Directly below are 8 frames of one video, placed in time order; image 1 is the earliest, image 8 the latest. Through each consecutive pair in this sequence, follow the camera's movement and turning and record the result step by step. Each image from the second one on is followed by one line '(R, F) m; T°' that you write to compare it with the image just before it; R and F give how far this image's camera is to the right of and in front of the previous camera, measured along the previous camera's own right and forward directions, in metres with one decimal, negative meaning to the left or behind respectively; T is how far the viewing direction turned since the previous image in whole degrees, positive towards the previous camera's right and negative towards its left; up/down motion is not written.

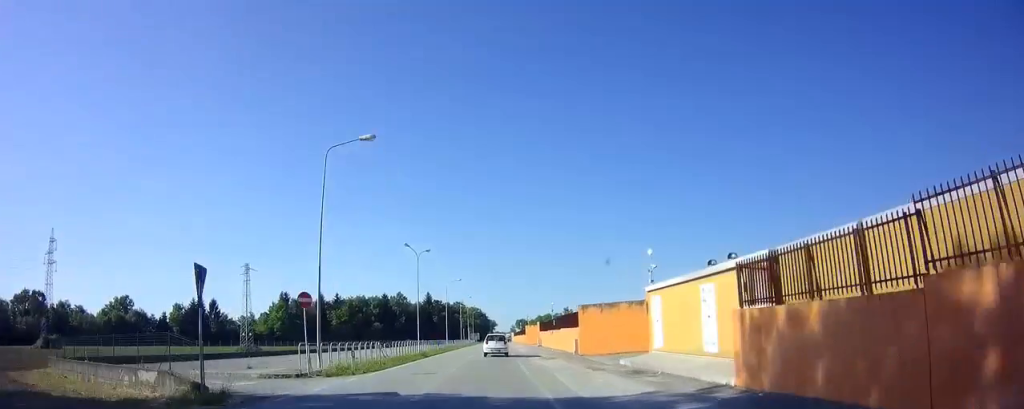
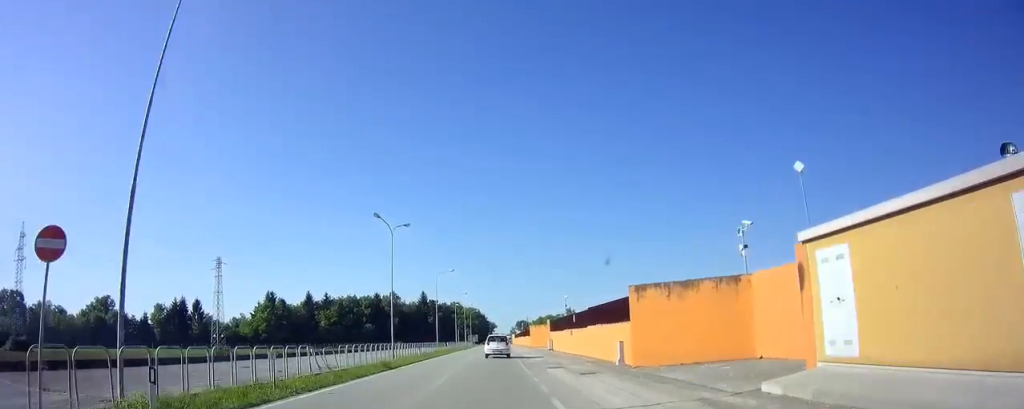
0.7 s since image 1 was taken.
(0.0, +12.2) m; 0°
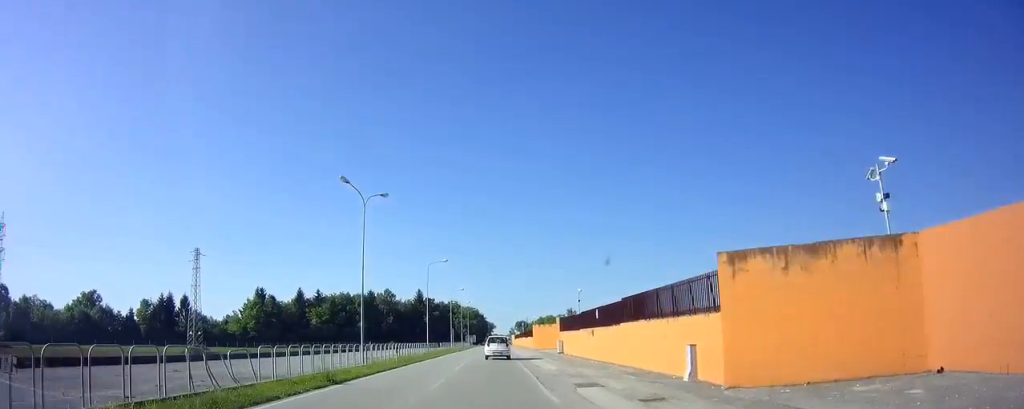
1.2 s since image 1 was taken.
(0.0, +8.1) m; 0°
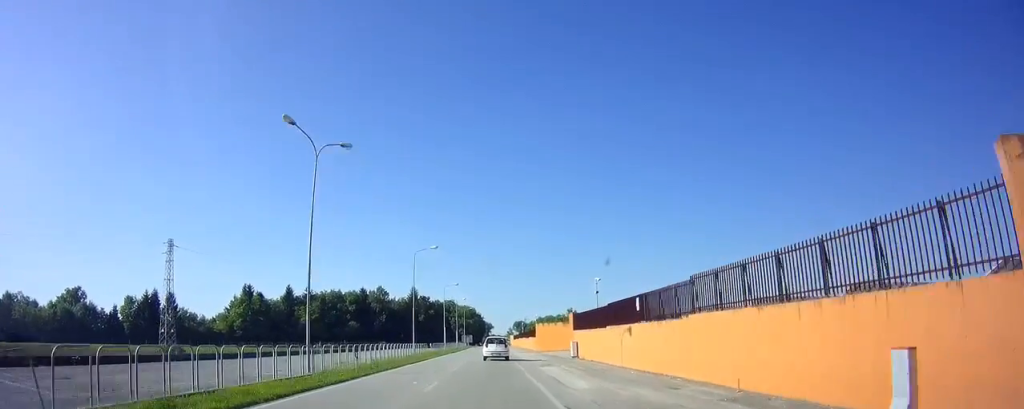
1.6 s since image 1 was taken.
(0.0, +8.1) m; 0°
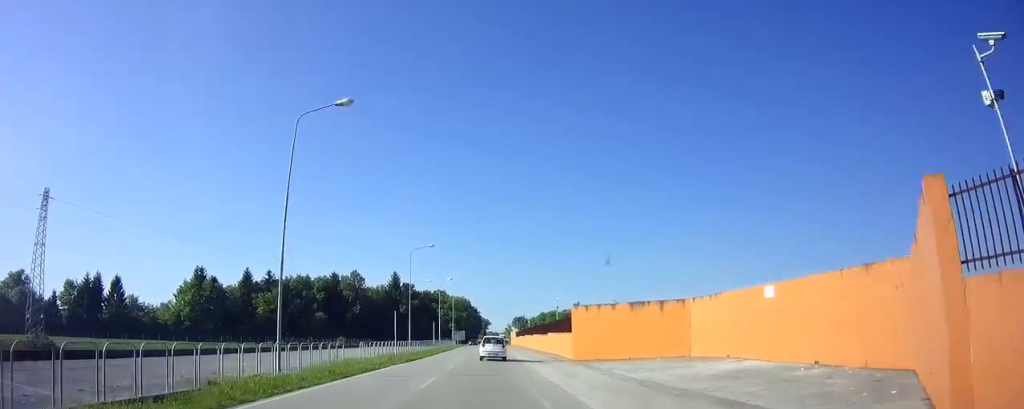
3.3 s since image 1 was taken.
(+0.1, +29.6) m; 0°
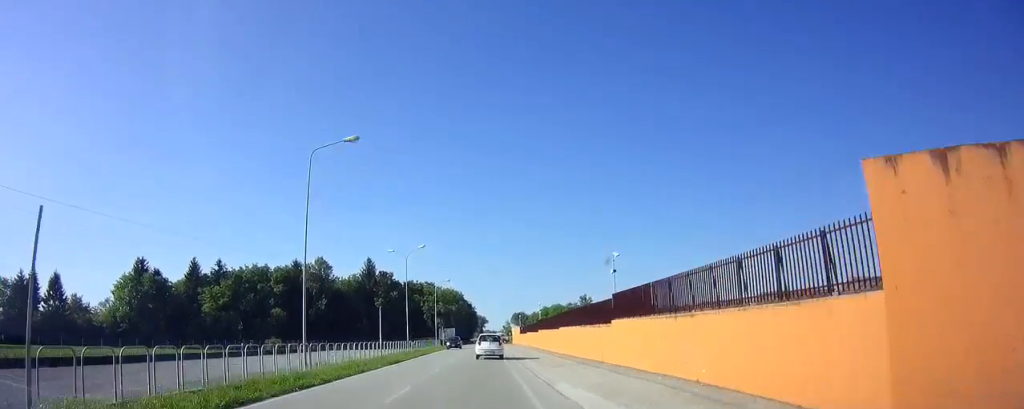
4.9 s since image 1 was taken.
(0.0, +26.6) m; 0°
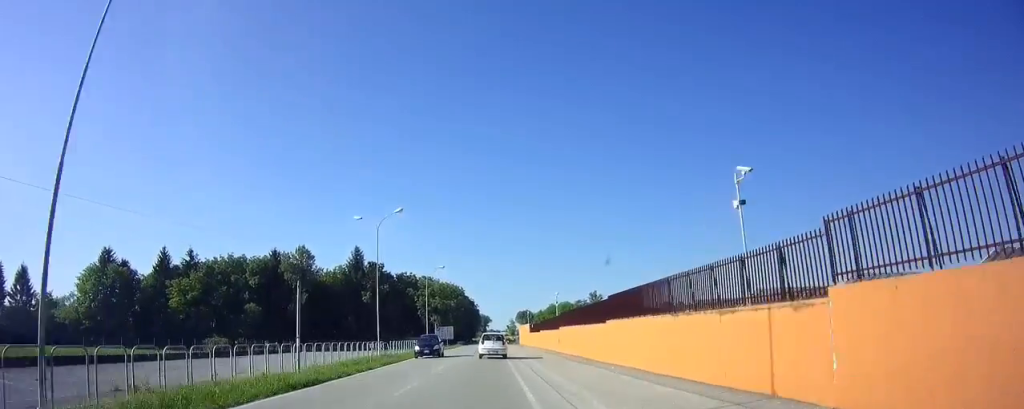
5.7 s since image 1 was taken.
(-0.1, +13.8) m; 0°
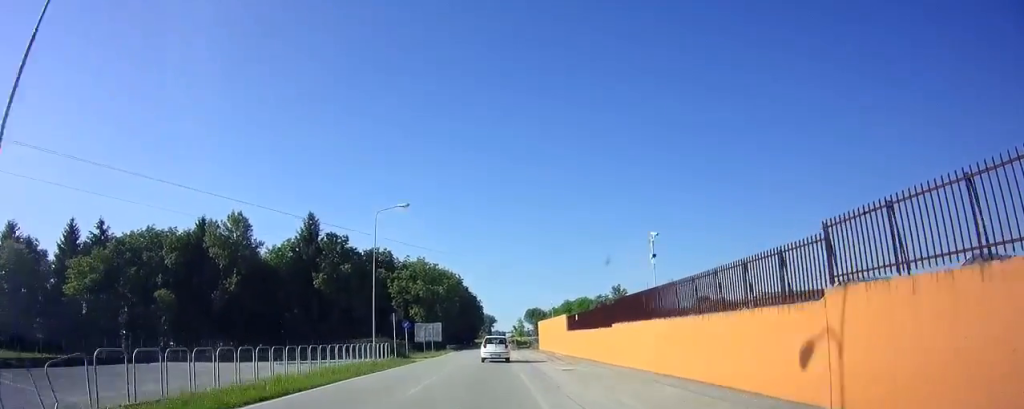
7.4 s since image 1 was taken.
(0.0, +30.1) m; 0°
